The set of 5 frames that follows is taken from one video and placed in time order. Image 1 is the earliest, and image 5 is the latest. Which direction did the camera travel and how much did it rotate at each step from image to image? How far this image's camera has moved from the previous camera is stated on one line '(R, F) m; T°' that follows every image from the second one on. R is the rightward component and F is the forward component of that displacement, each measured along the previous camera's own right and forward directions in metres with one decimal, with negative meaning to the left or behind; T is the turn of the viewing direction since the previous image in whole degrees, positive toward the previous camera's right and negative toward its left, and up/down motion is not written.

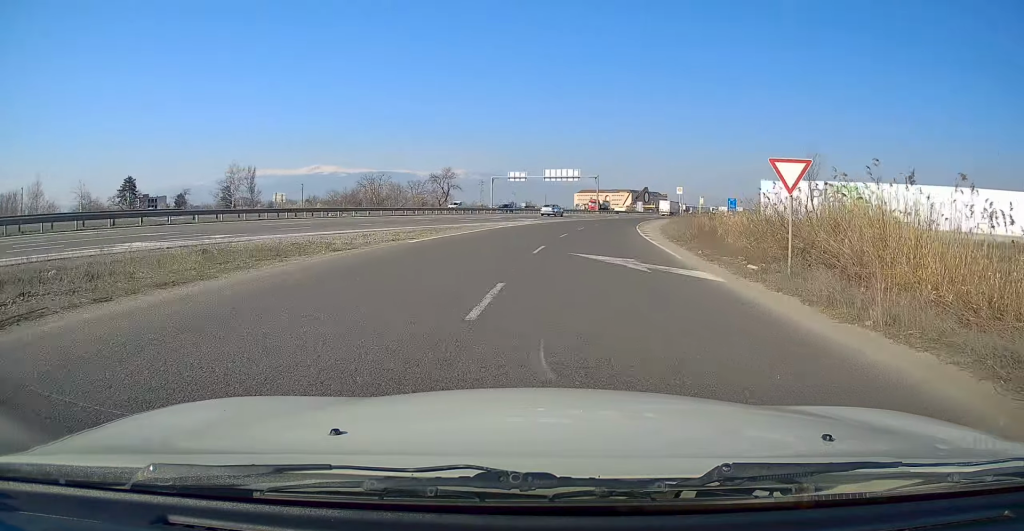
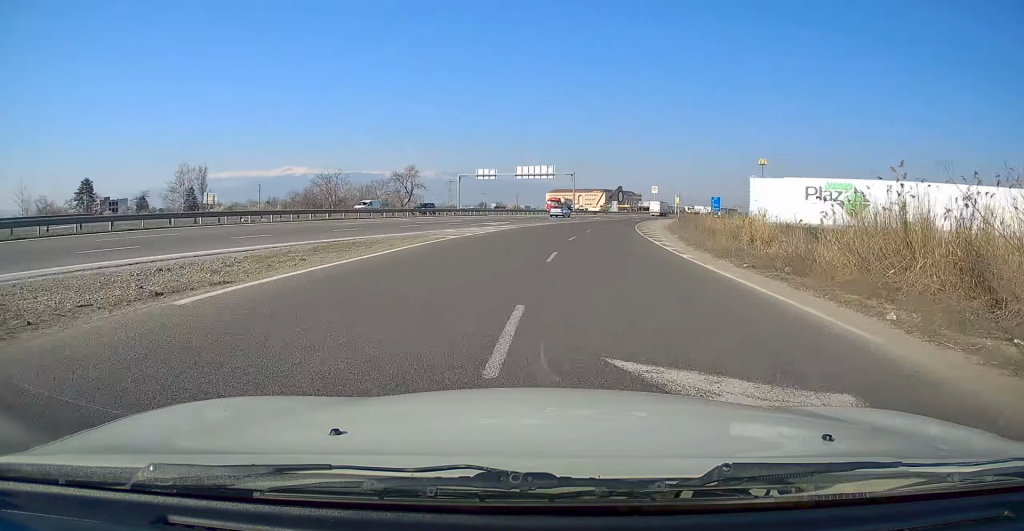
(+0.2, +11.1) m; +3°
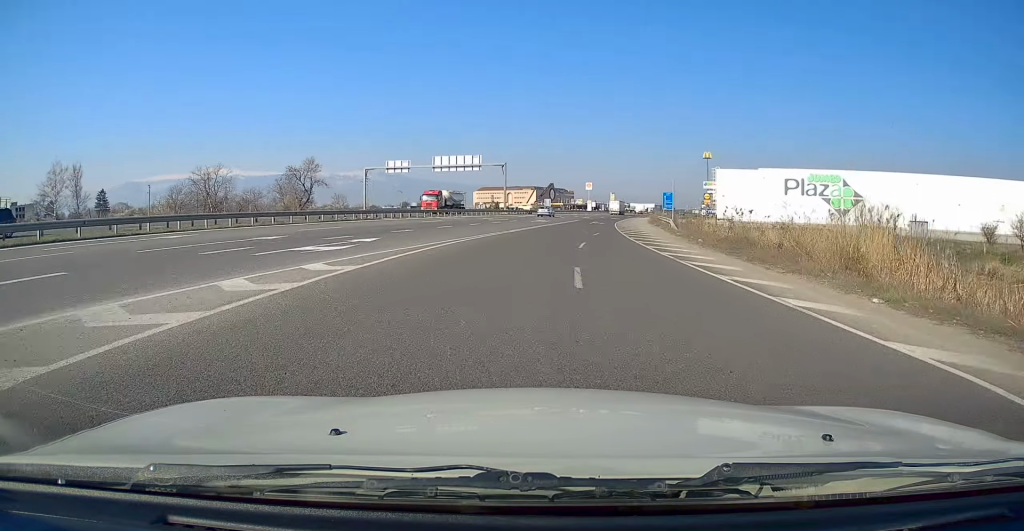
(+1.3, +22.5) m; +6°
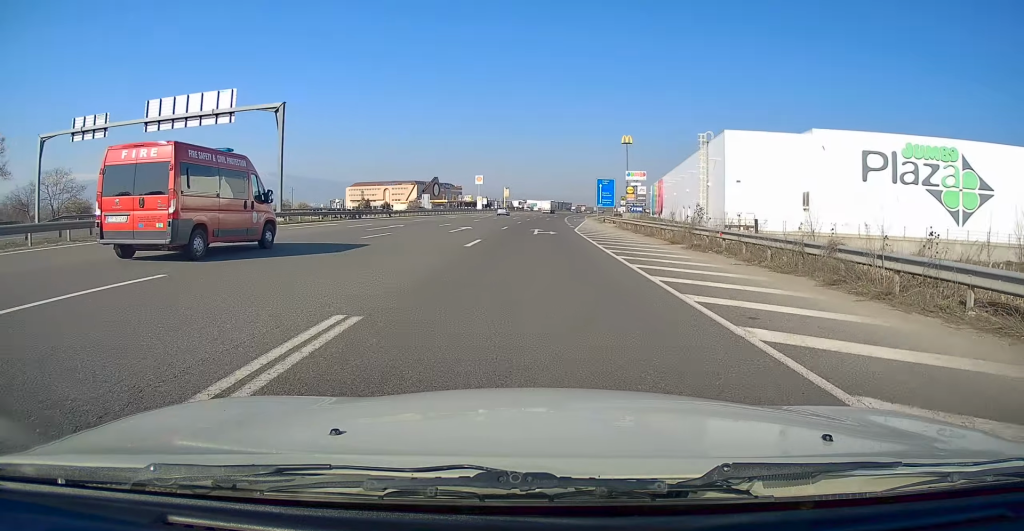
(+6.7, +55.0) m; +12°
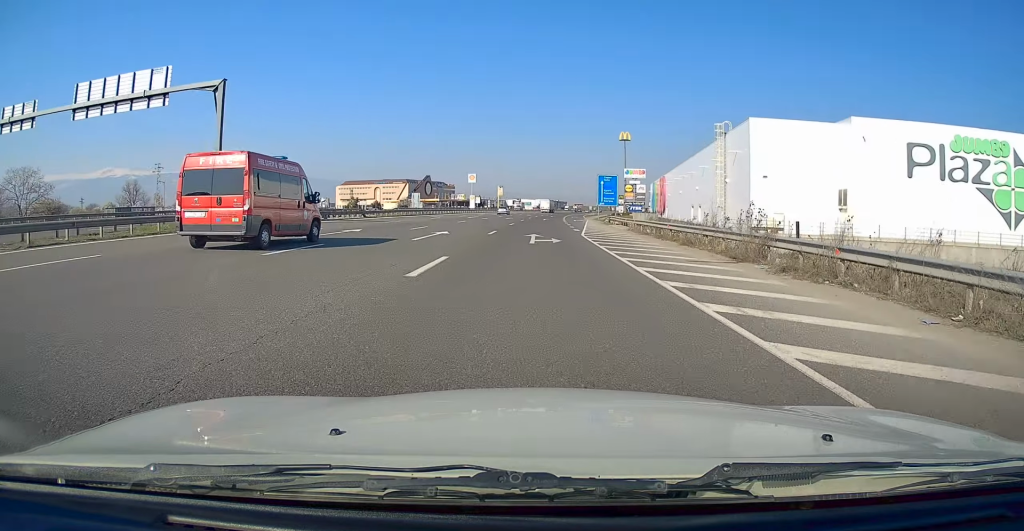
(+0.4, +8.1) m; +1°
